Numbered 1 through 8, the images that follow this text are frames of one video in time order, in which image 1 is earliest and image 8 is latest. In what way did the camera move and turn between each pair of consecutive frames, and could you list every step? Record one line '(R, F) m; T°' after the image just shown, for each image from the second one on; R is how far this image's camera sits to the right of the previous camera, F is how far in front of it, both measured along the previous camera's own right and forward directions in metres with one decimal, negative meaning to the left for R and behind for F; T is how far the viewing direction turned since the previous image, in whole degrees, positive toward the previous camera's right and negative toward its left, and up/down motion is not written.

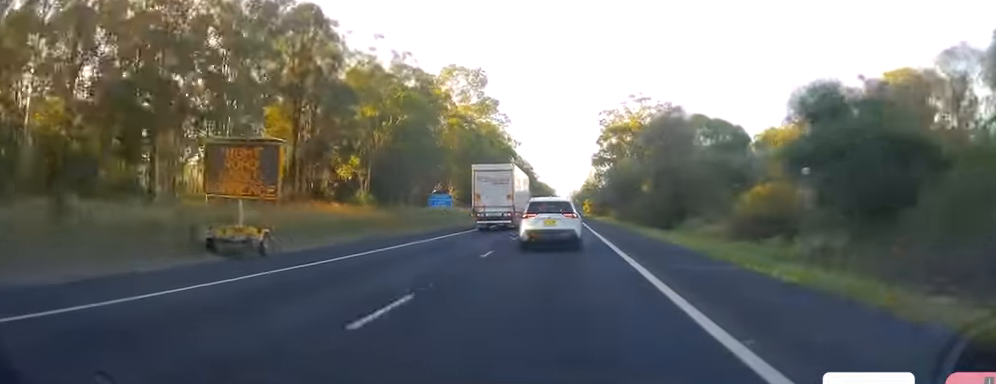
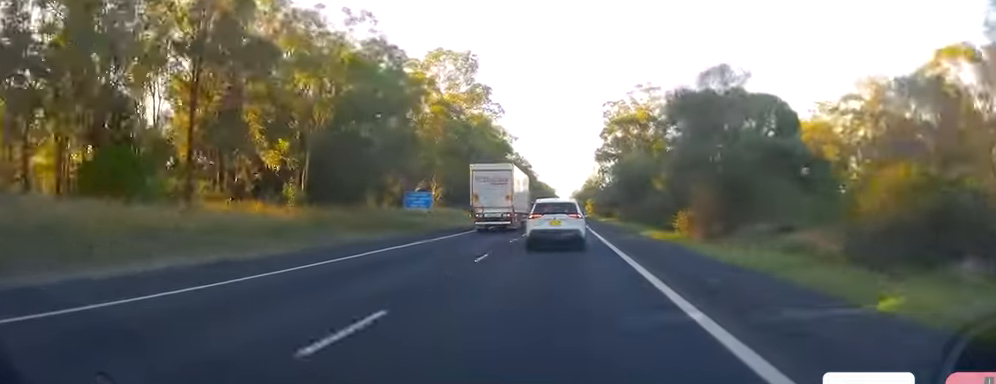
(+0.2, +13.6) m; 0°
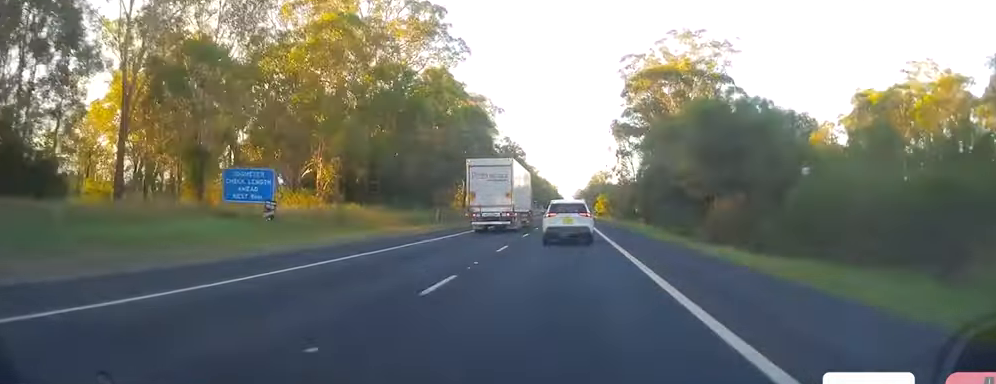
(-0.3, +42.5) m; -1°
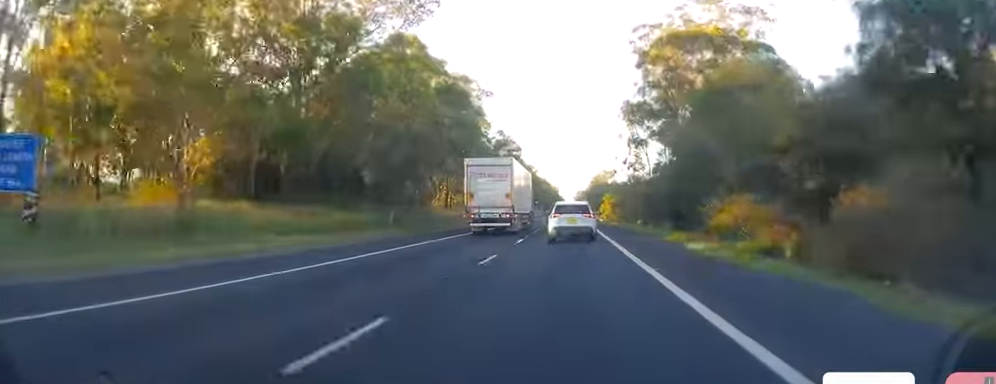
(+0.2, +17.2) m; 0°
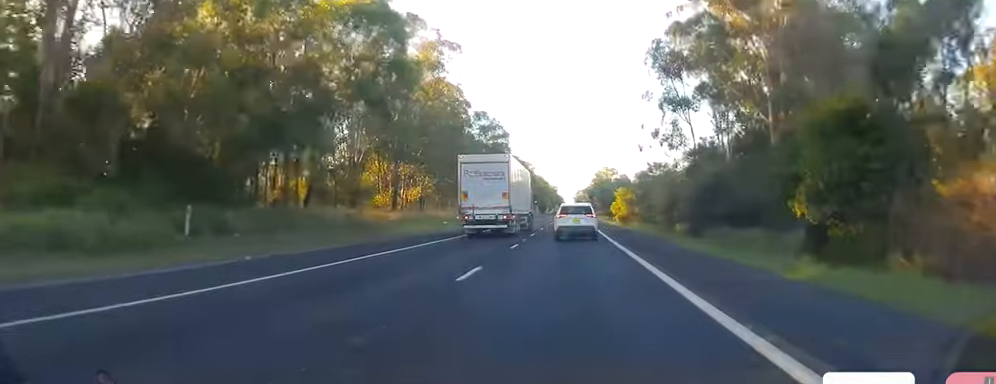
(-0.2, +27.4) m; 0°
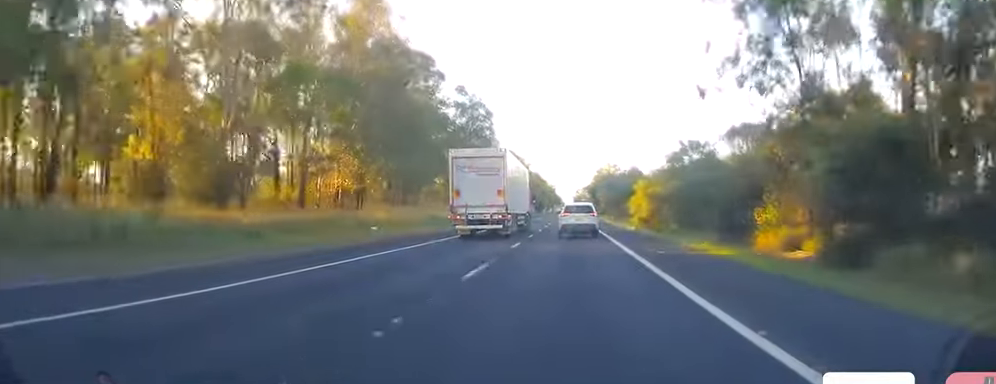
(+0.1, +23.1) m; +1°
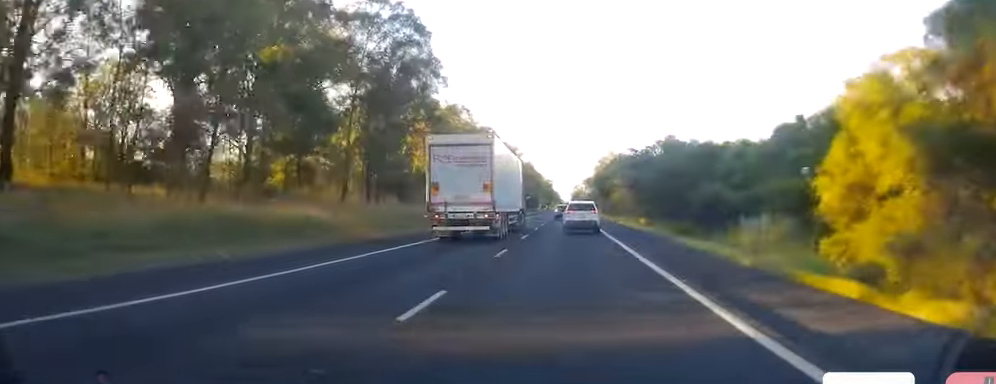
(+0.6, +40.8) m; 0°
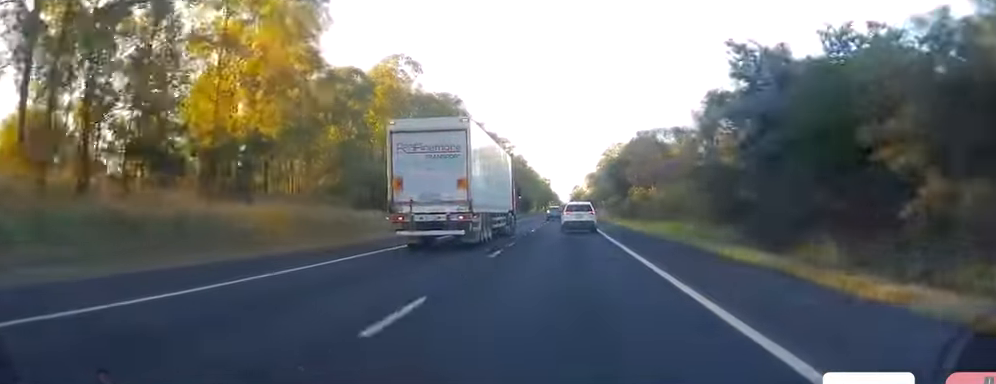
(-0.4, +36.8) m; 0°
